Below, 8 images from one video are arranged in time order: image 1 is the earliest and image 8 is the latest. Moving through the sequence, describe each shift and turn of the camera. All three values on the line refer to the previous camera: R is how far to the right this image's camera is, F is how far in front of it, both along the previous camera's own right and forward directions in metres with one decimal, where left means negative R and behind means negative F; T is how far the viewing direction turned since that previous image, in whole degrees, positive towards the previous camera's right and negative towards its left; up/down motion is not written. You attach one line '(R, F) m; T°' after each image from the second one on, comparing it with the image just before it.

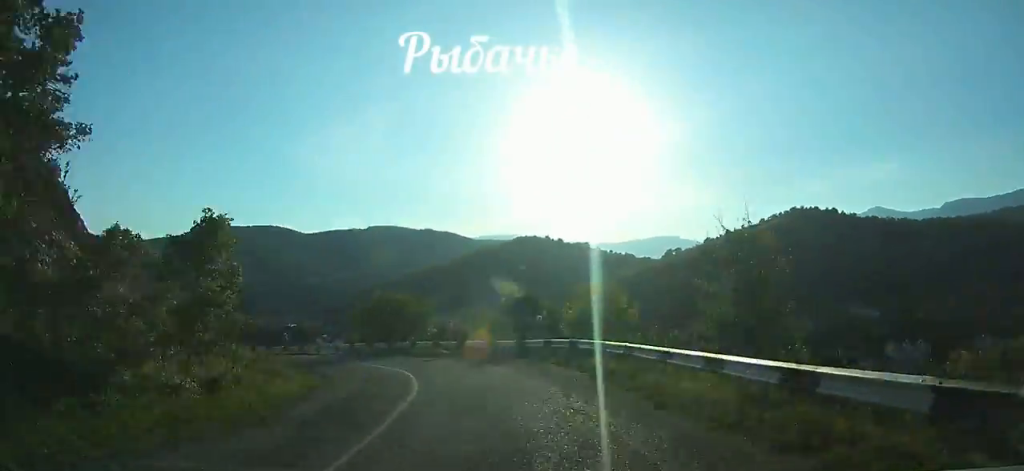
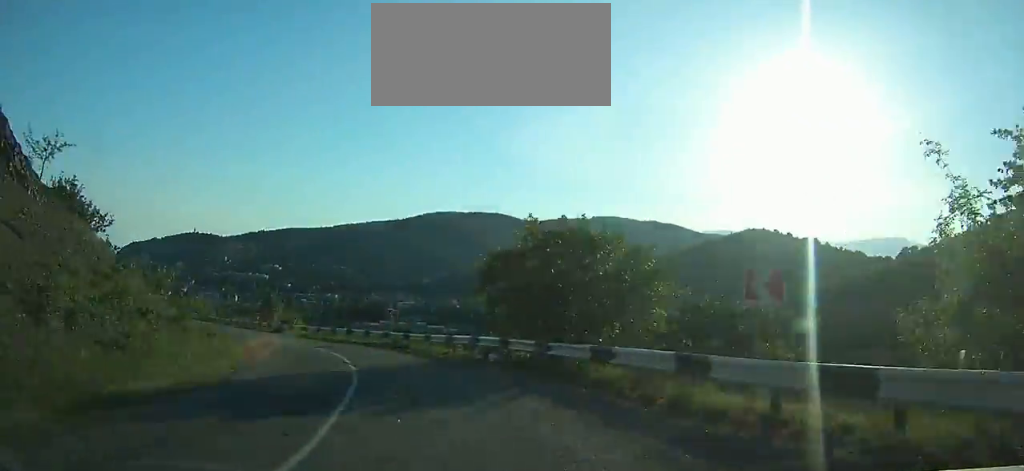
(-2.8, +28.9) m; -16°
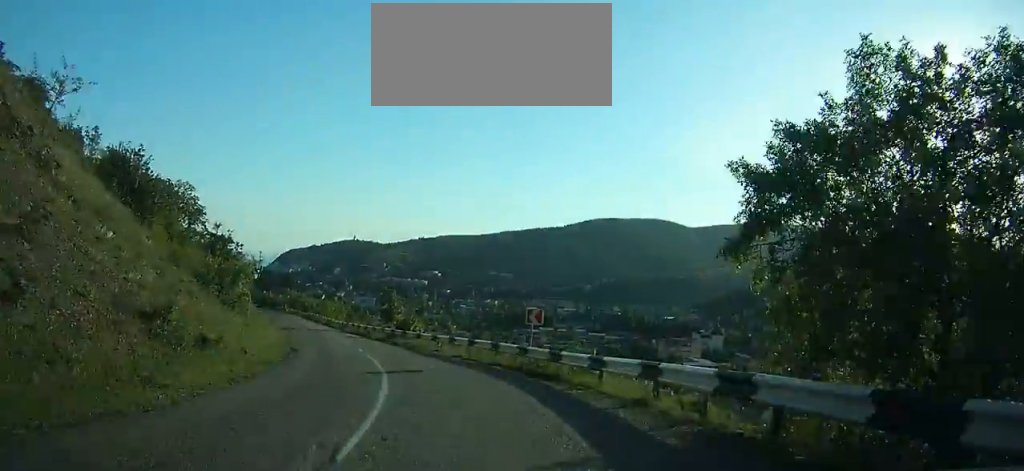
(-0.3, +15.7) m; -12°
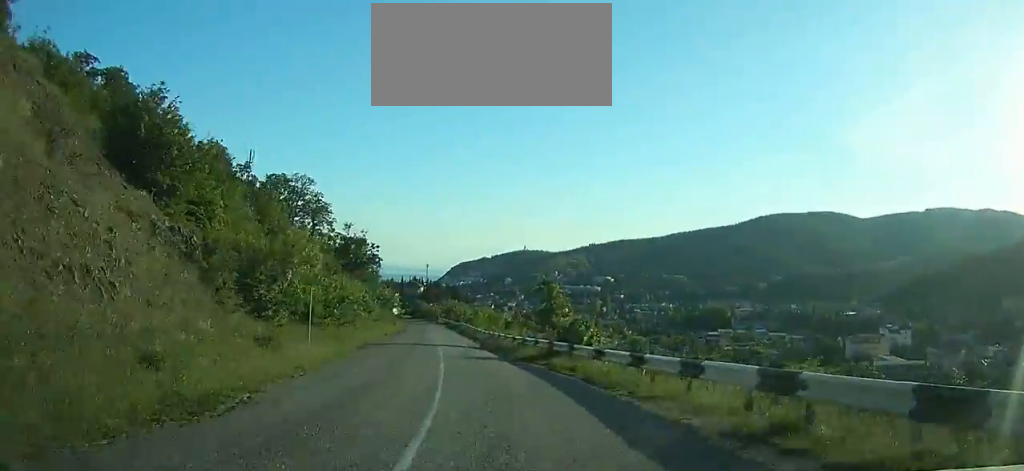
(-3.9, +18.9) m; -13°
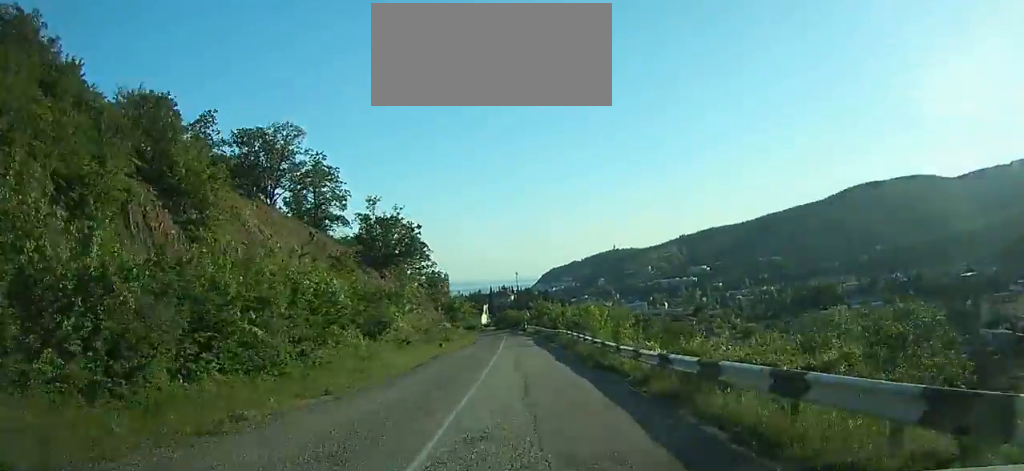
(-5.5, +28.6) m; -14°
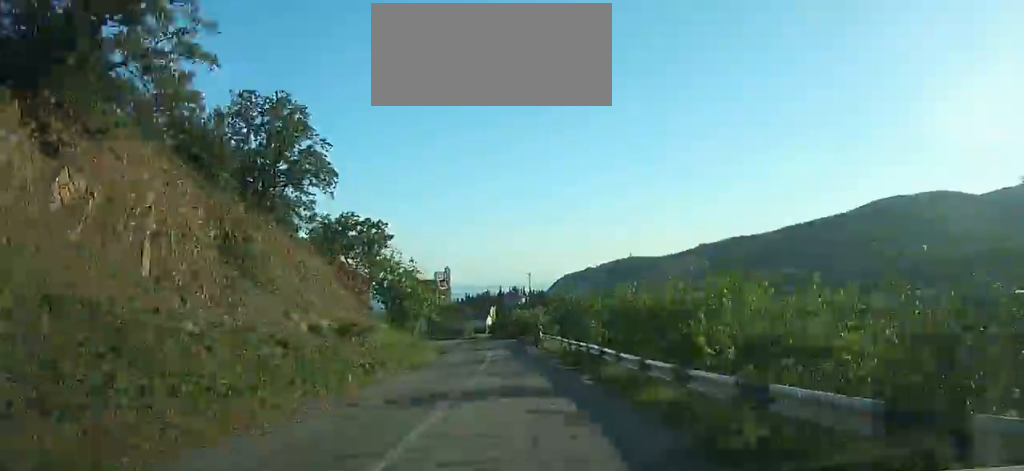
(-2.3, +36.2) m; -6°
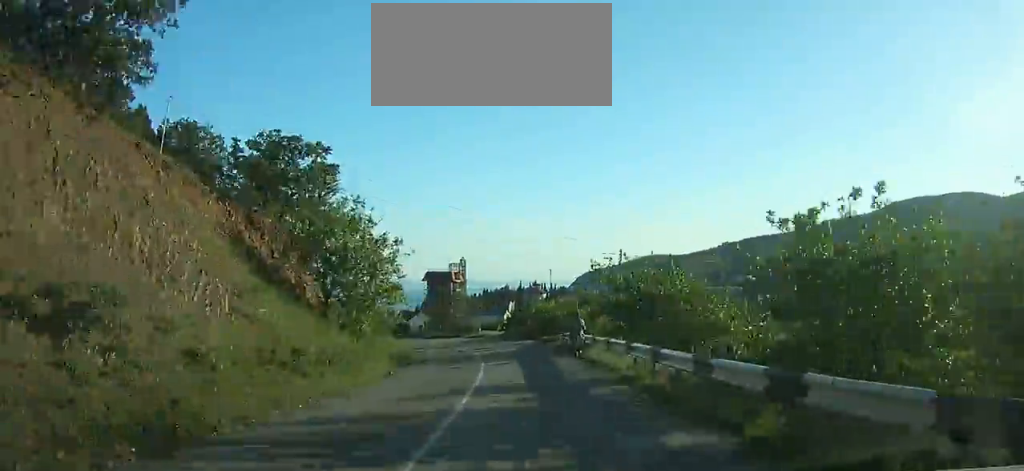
(0.0, +16.4) m; -2°
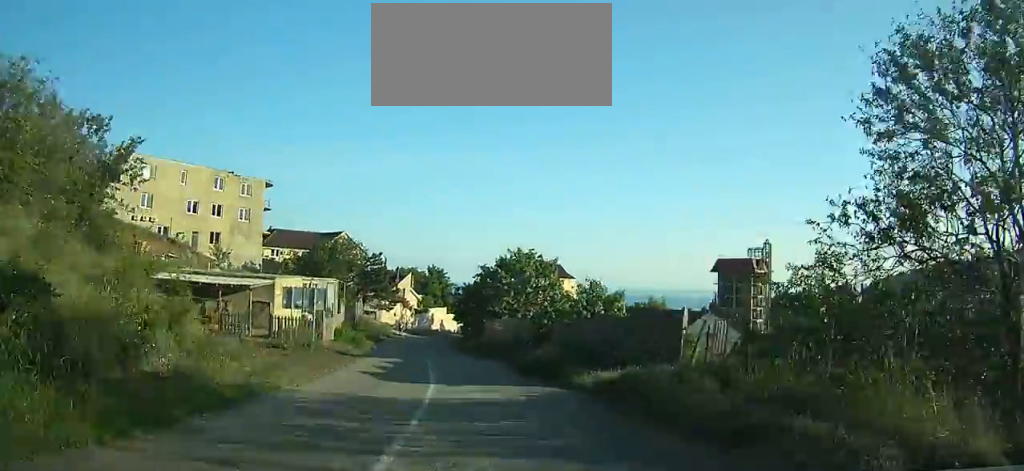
(-9.5, +61.3) m; -22°
